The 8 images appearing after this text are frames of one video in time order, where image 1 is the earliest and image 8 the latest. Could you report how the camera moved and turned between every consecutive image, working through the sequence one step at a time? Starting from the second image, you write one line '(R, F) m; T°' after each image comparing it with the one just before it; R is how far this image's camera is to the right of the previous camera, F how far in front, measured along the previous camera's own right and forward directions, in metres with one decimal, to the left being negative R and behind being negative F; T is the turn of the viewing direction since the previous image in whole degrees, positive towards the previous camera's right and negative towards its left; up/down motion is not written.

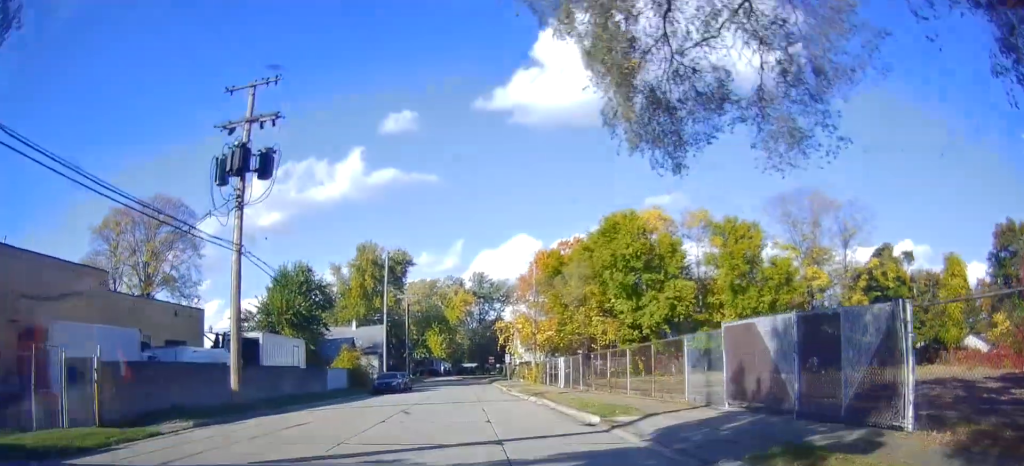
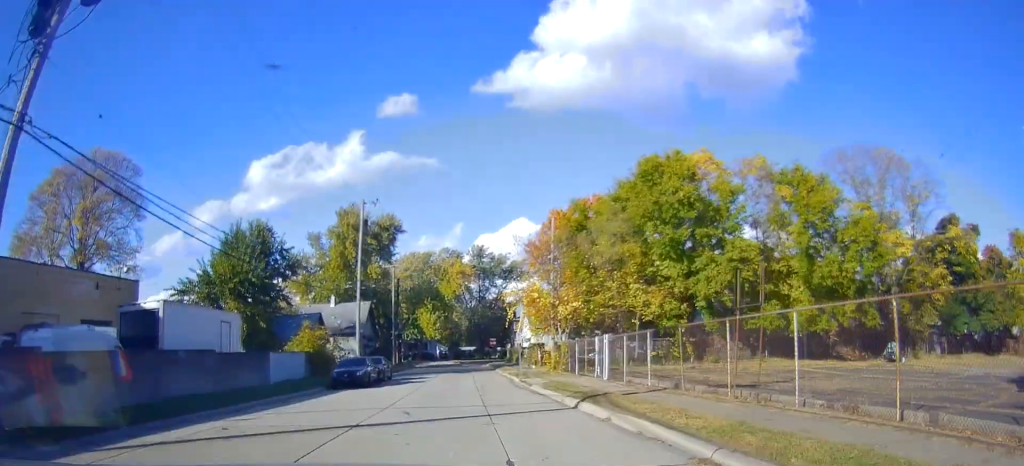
(0.0, +11.9) m; 0°
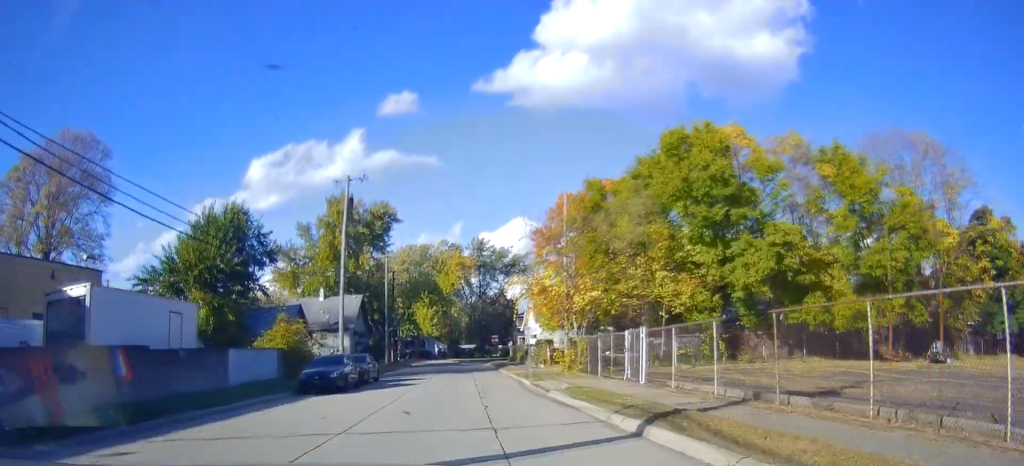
(0.0, +5.3) m; 0°
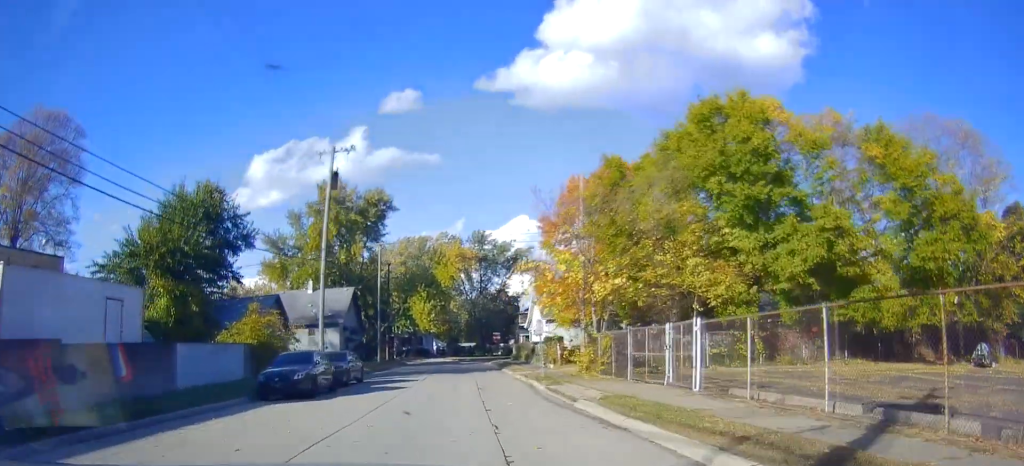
(0.0, +4.7) m; 0°
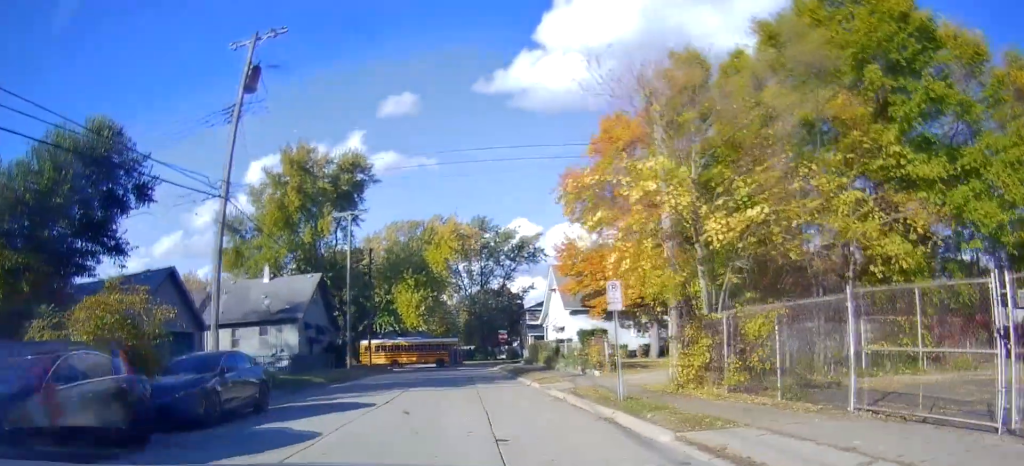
(-0.4, +12.7) m; -4°
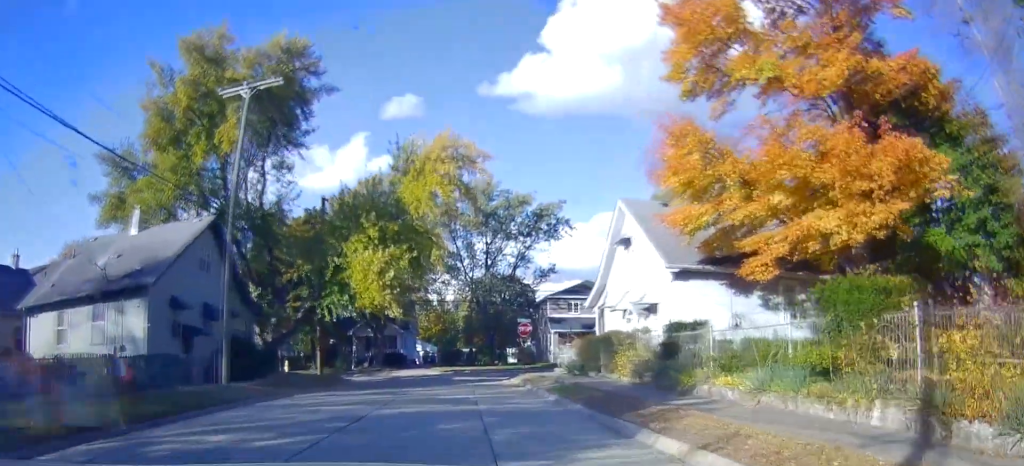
(+0.4, +20.6) m; +4°
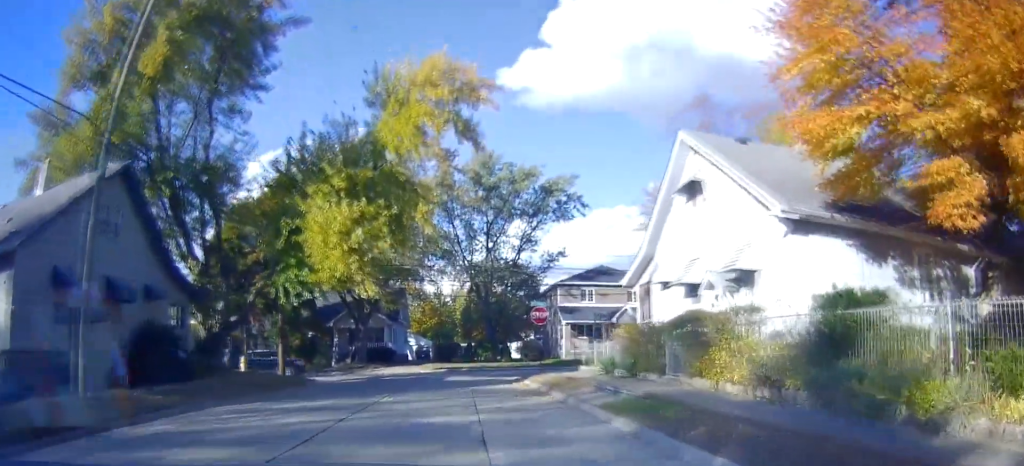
(0.0, +8.1) m; 0°
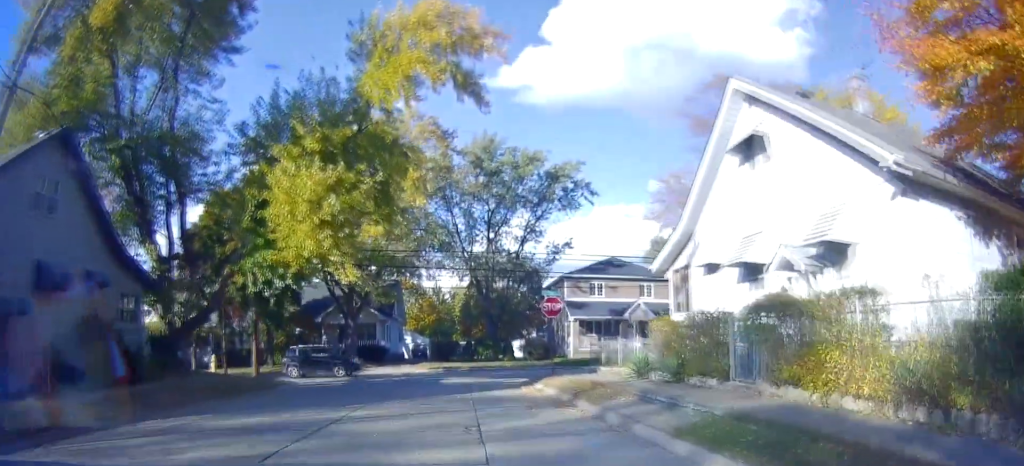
(0.0, +3.9) m; 0°
